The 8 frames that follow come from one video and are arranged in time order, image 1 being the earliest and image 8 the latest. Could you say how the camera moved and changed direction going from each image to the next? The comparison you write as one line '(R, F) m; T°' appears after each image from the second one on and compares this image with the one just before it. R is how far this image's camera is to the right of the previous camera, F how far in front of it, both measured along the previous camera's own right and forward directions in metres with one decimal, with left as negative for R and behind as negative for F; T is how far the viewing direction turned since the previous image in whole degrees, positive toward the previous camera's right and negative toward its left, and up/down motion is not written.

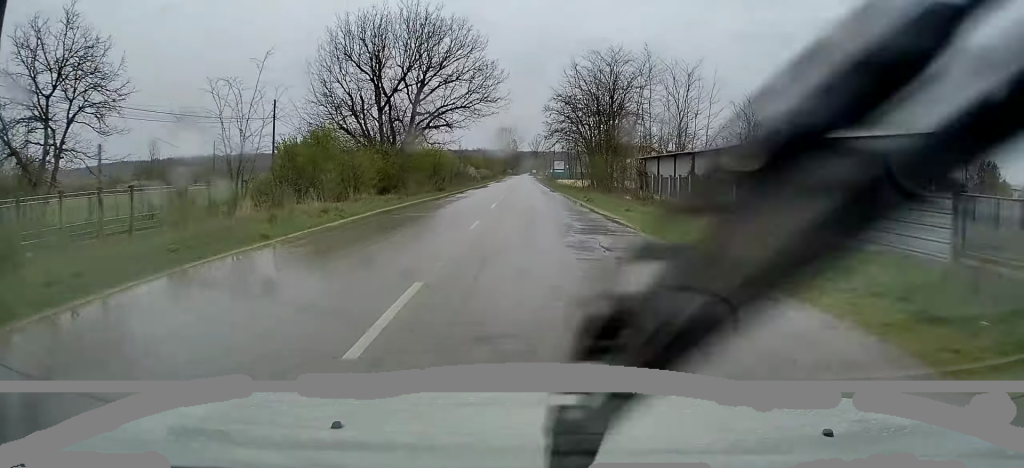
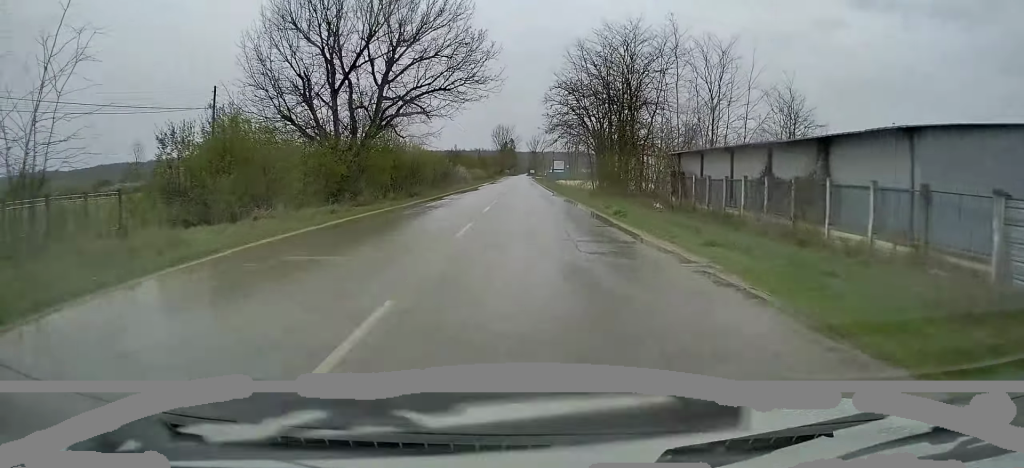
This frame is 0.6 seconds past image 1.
(0.0, +9.9) m; 0°
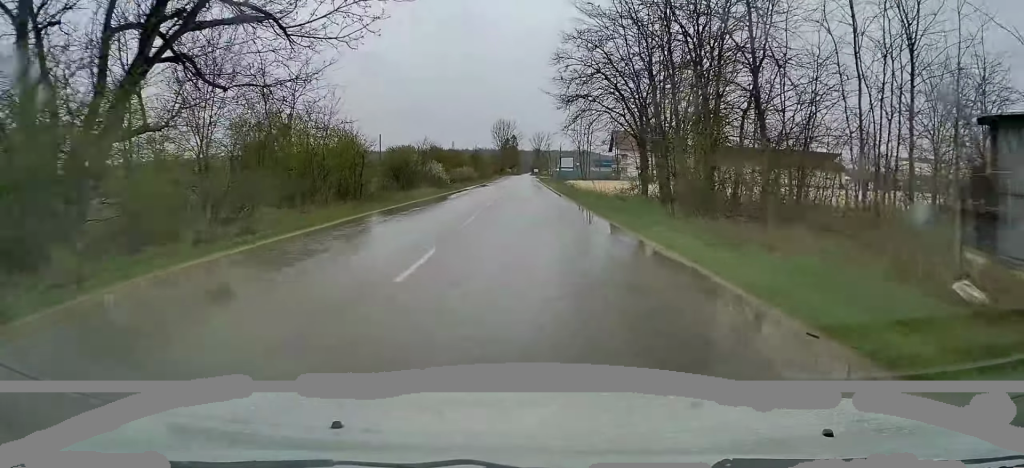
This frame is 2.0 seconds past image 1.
(+0.1, +22.6) m; 0°
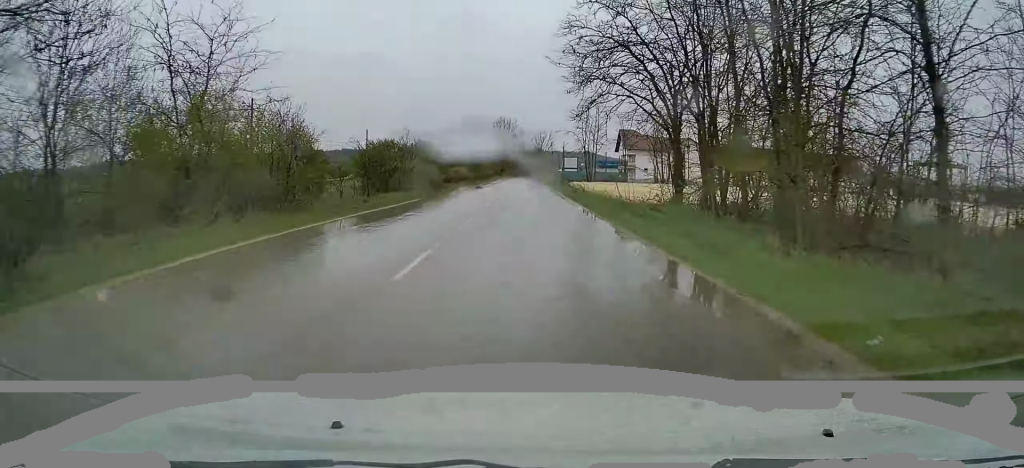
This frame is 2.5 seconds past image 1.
(0.0, +8.8) m; 0°
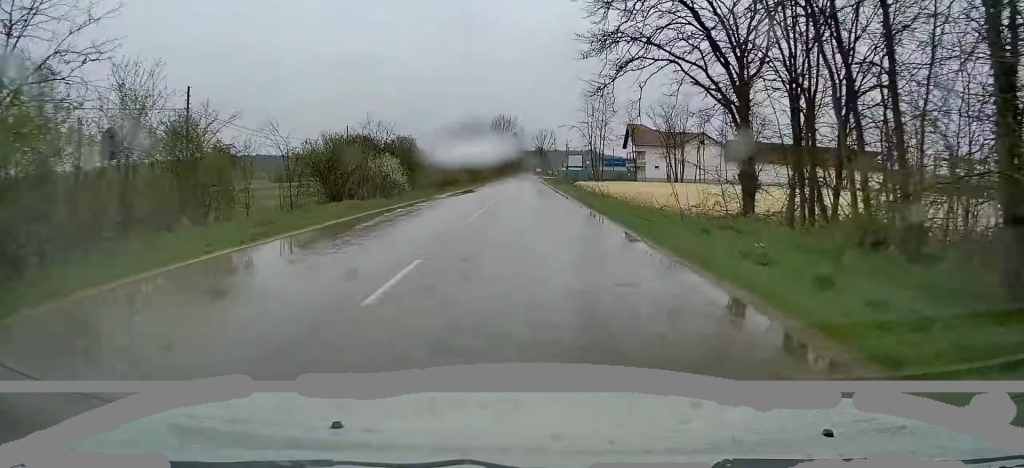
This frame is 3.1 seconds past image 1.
(-0.3, +9.9) m; 0°
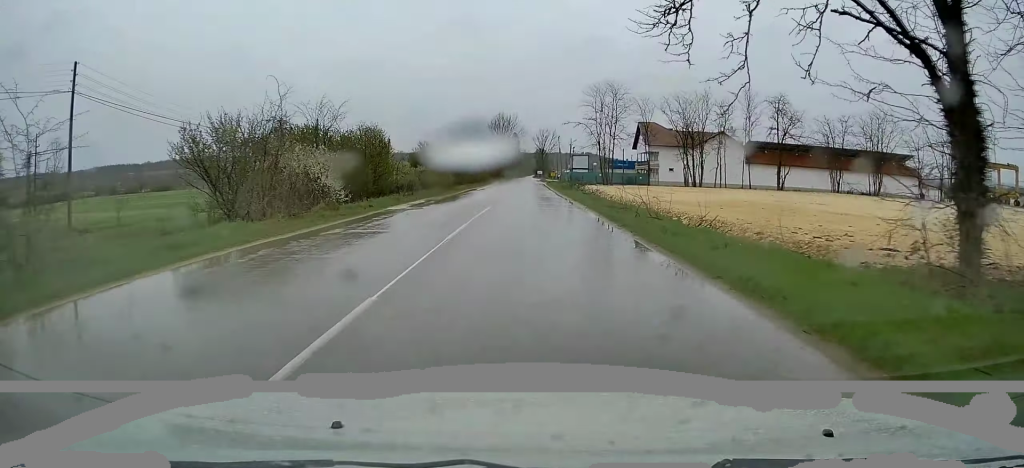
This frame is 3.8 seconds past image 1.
(+0.2, +11.7) m; 0°
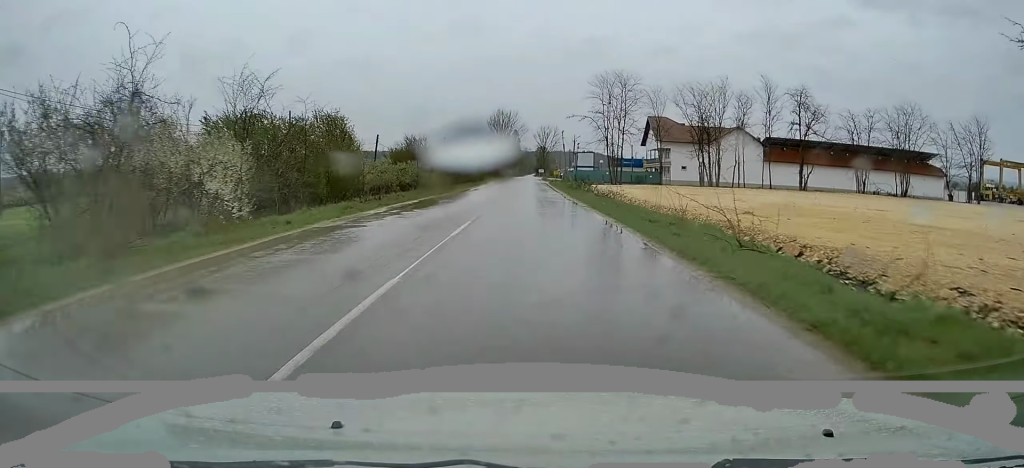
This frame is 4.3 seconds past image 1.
(+0.2, +8.4) m; 0°
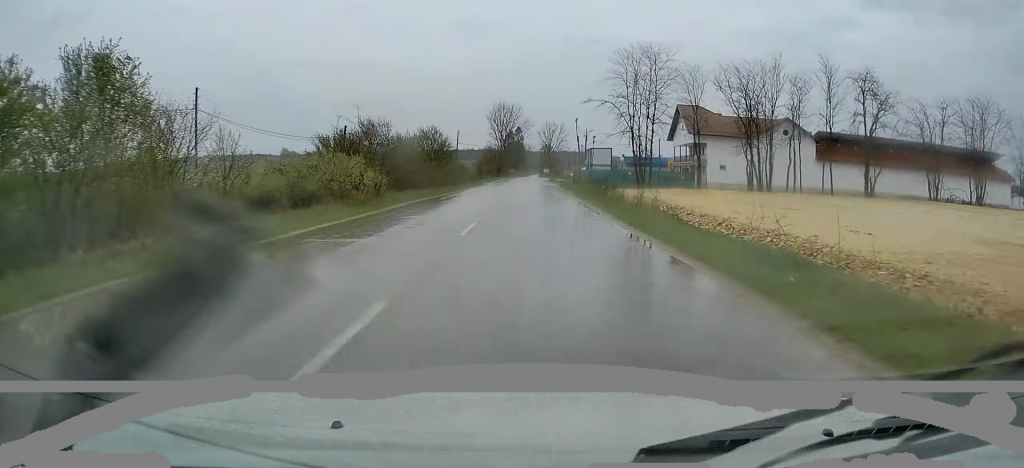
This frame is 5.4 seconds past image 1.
(-0.4, +18.5) m; 0°
